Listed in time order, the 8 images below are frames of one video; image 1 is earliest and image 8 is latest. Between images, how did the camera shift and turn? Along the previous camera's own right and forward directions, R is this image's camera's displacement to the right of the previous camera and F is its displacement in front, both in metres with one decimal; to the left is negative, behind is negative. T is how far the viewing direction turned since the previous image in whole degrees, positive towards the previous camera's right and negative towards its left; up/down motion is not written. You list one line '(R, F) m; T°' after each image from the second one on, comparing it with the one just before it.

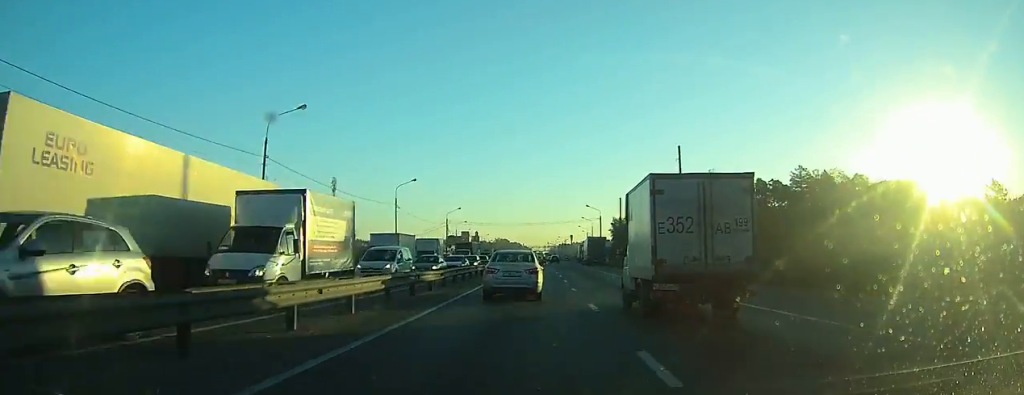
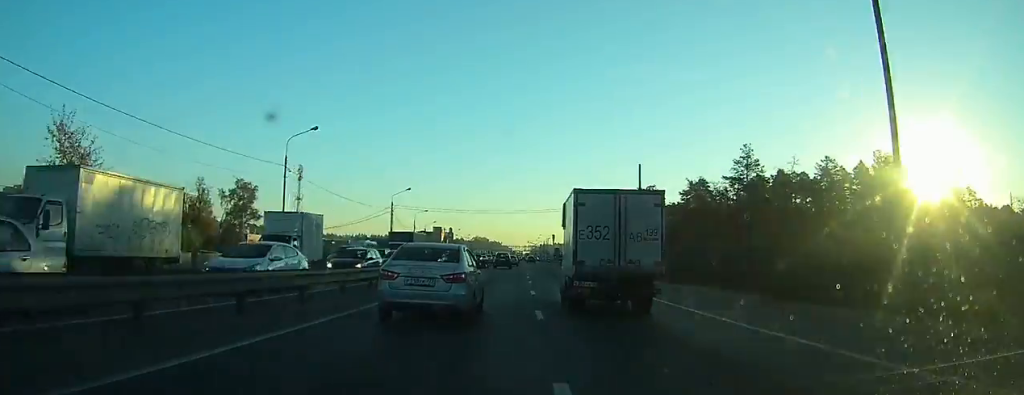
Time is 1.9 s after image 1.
(+0.1, +27.7) m; 0°
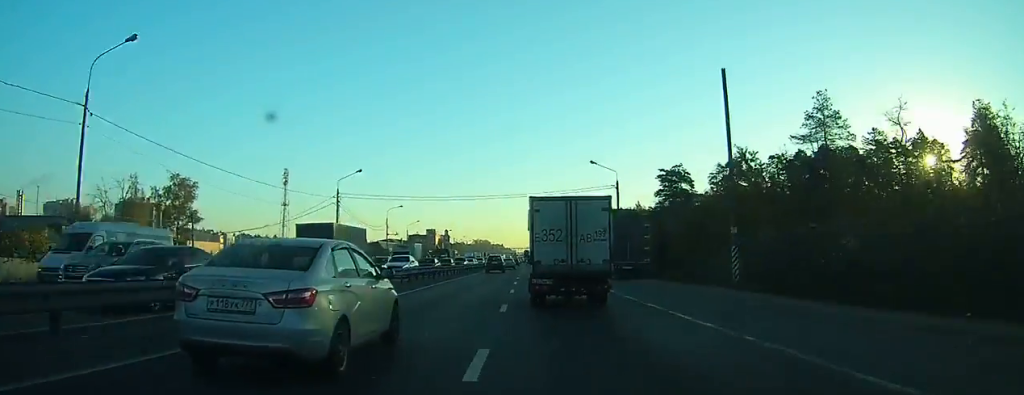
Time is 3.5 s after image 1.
(0.0, +21.7) m; 0°
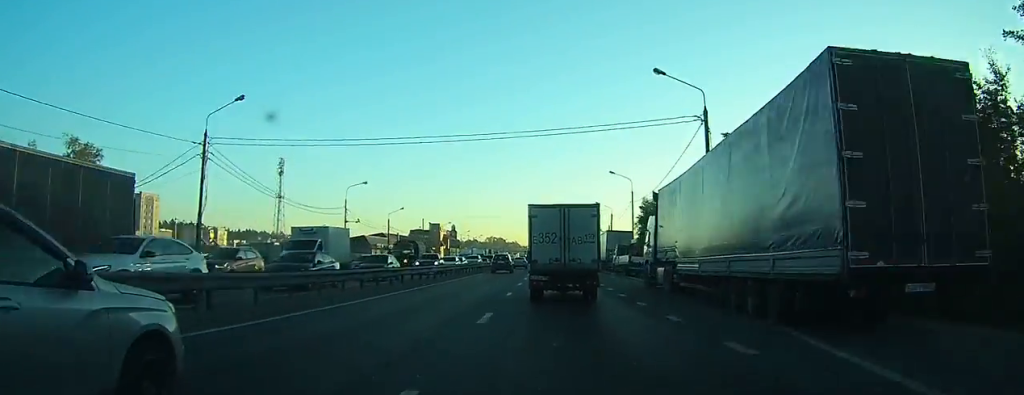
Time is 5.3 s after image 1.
(0.0, +26.0) m; 0°
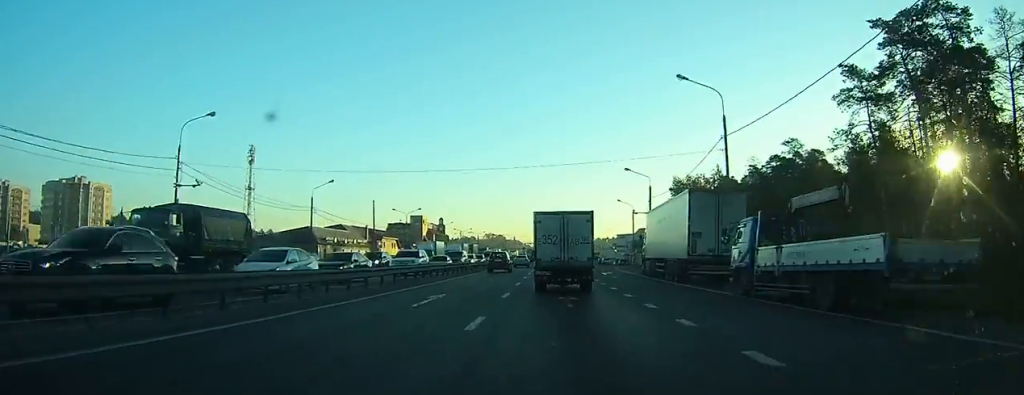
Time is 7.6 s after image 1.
(-0.3, +32.8) m; -1°
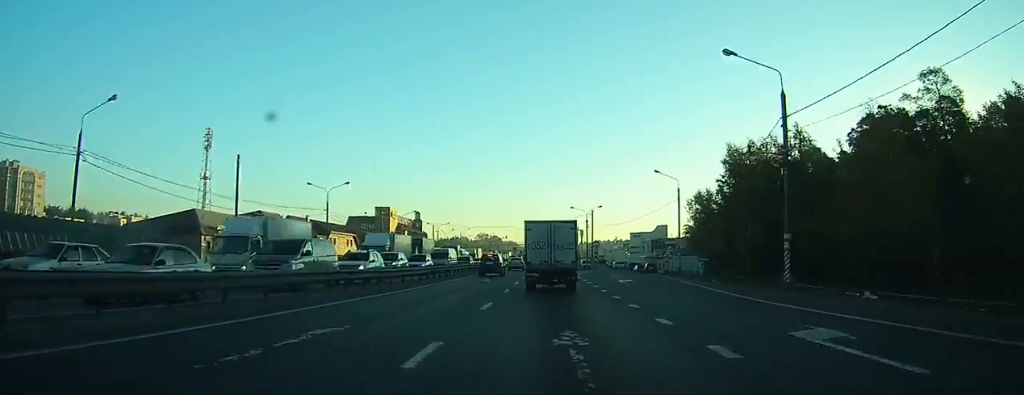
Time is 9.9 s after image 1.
(0.0, +37.5) m; 0°
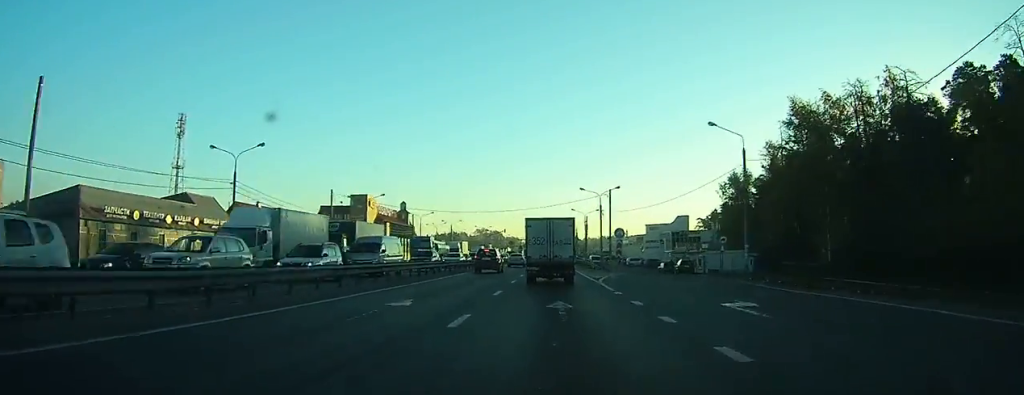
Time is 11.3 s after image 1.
(+0.2, +21.7) m; -1°
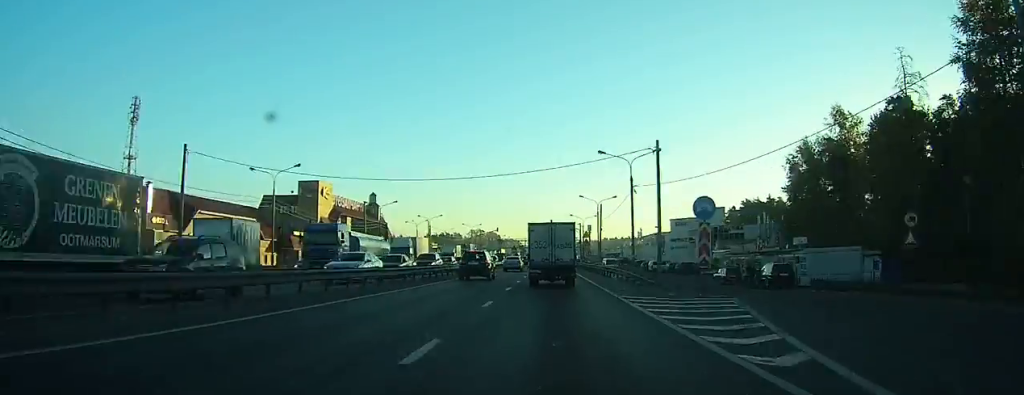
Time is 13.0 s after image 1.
(-0.4, +27.5) m; 0°
